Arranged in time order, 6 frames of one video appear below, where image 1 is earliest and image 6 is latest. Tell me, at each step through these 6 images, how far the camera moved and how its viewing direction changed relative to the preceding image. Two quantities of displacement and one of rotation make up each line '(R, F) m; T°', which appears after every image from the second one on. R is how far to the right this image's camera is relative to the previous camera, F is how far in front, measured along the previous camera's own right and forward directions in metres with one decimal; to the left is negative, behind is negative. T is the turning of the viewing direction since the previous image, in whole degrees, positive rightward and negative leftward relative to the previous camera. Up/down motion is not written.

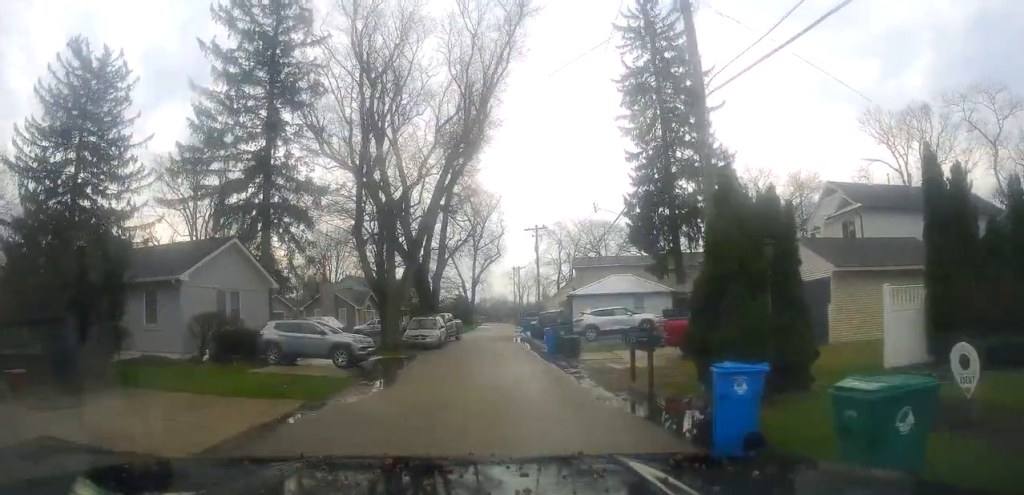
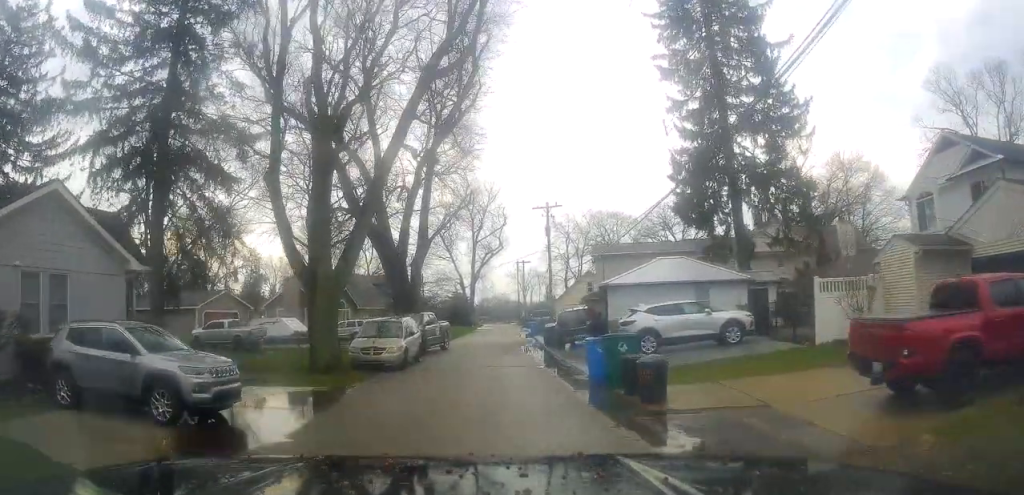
(-1.1, +11.9) m; -6°
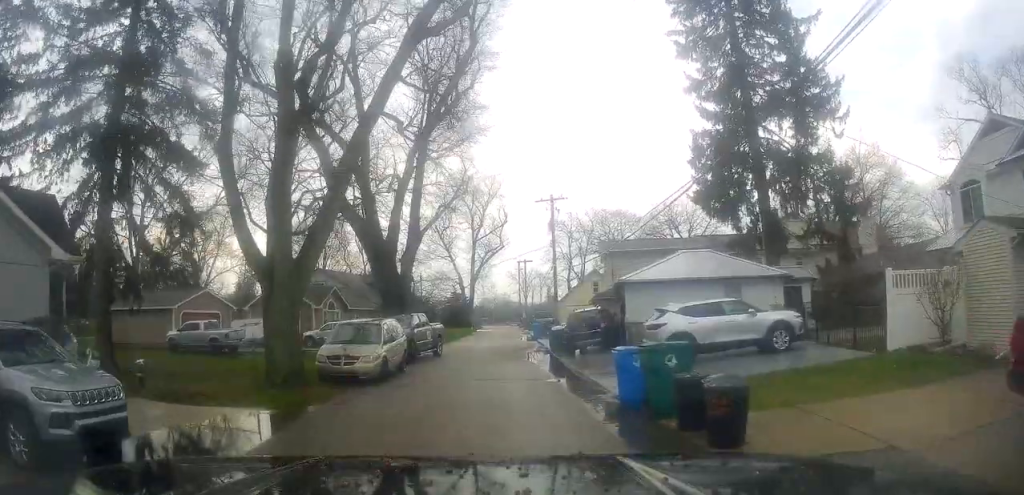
(-0.1, +3.7) m; 0°
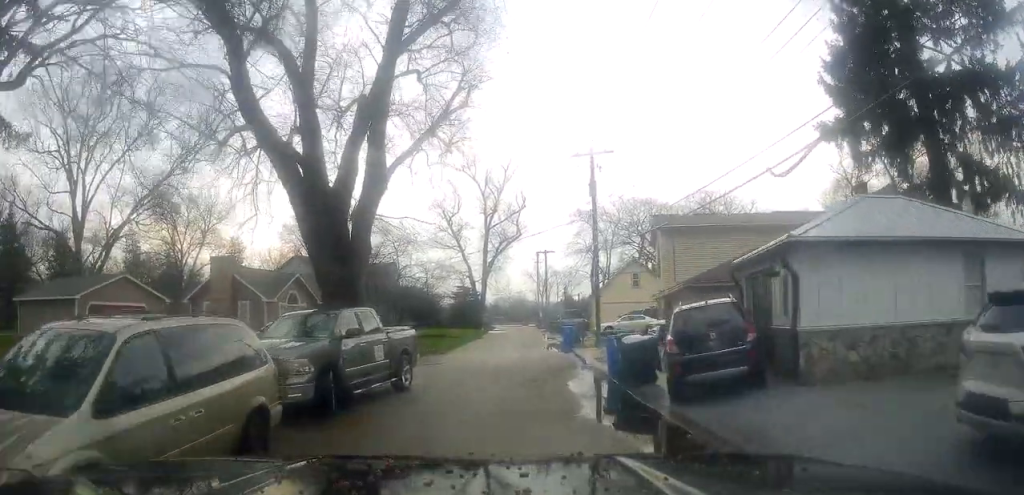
(+0.3, +12.9) m; -3°
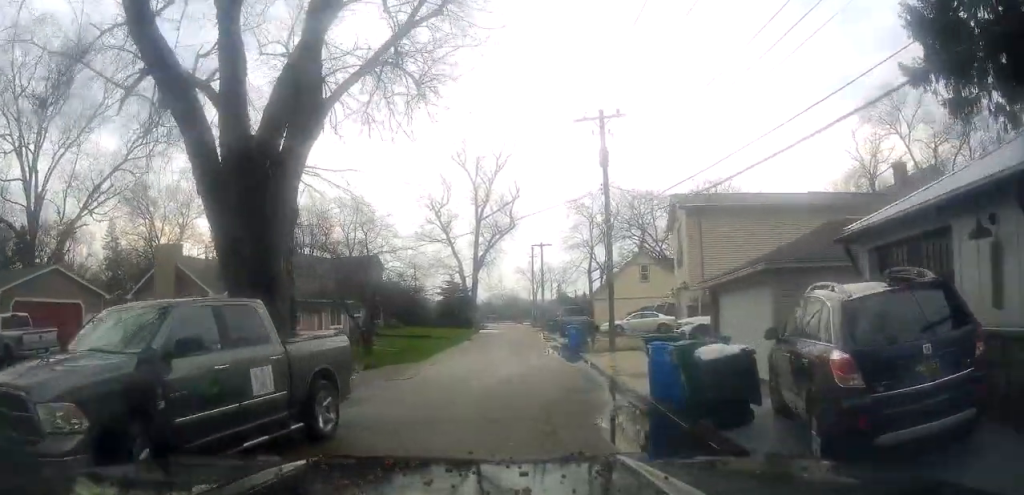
(-0.2, +5.8) m; +4°
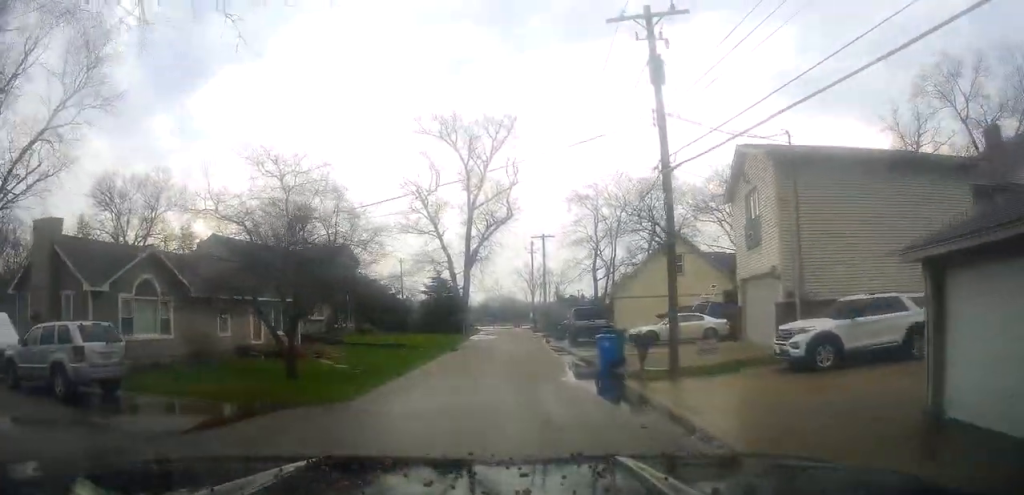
(+0.6, +9.8) m; 0°
